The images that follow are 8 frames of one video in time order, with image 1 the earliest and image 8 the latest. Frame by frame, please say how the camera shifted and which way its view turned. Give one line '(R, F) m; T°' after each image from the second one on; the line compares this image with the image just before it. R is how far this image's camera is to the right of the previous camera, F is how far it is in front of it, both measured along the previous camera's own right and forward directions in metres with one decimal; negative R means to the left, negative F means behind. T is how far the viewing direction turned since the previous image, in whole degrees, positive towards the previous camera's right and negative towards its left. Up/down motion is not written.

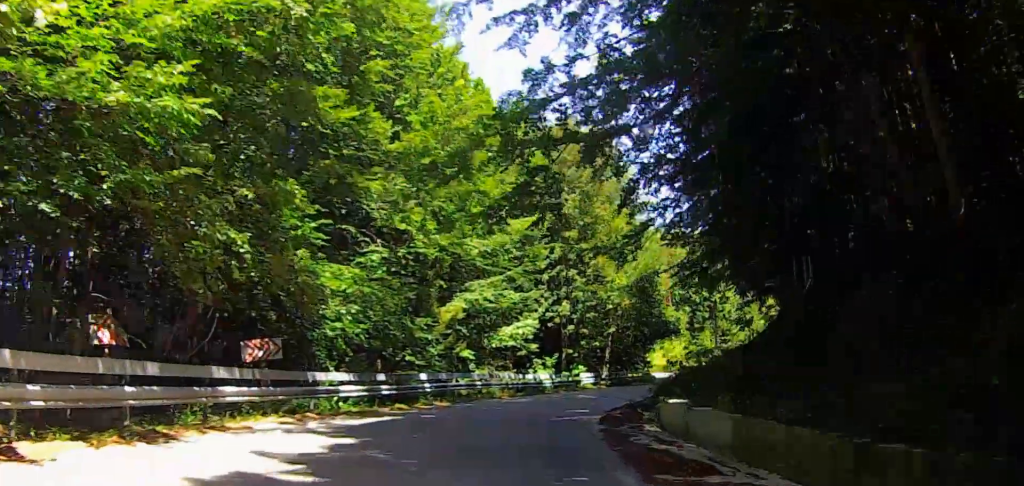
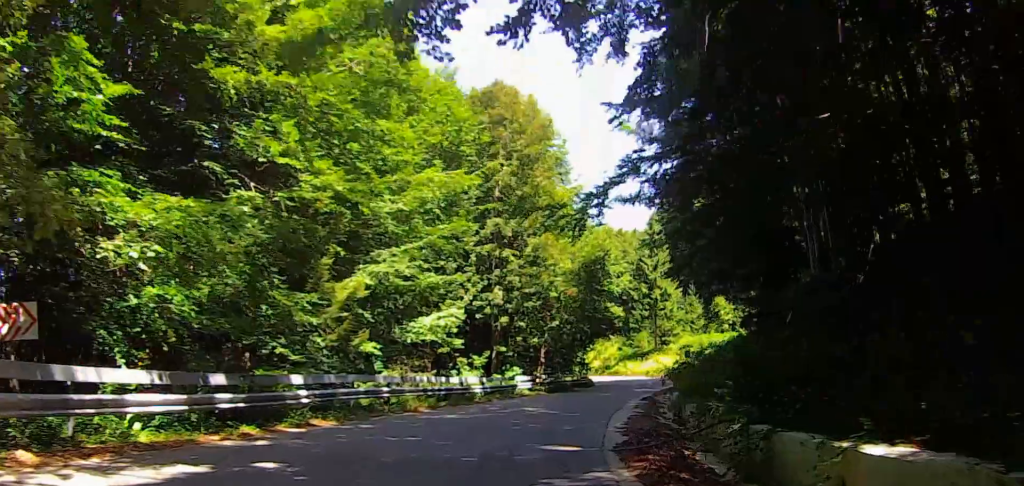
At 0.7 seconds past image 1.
(+0.7, +9.8) m; +5°
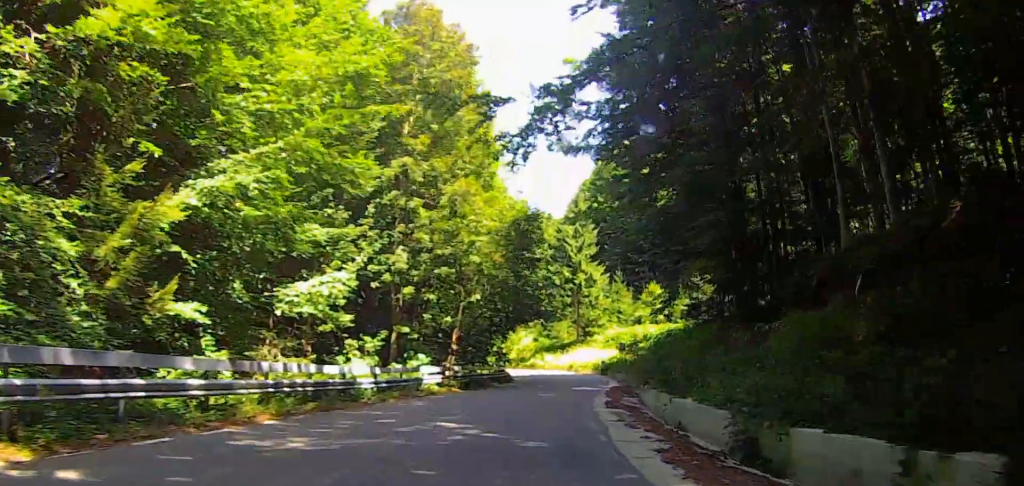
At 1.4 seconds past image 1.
(0.0, +9.4) m; +3°
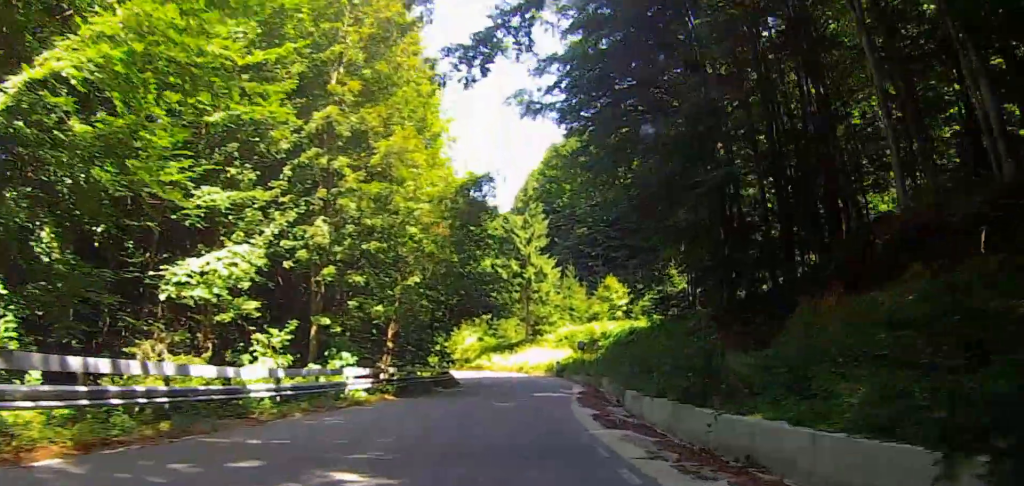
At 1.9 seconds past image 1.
(+0.2, +6.0) m; +5°
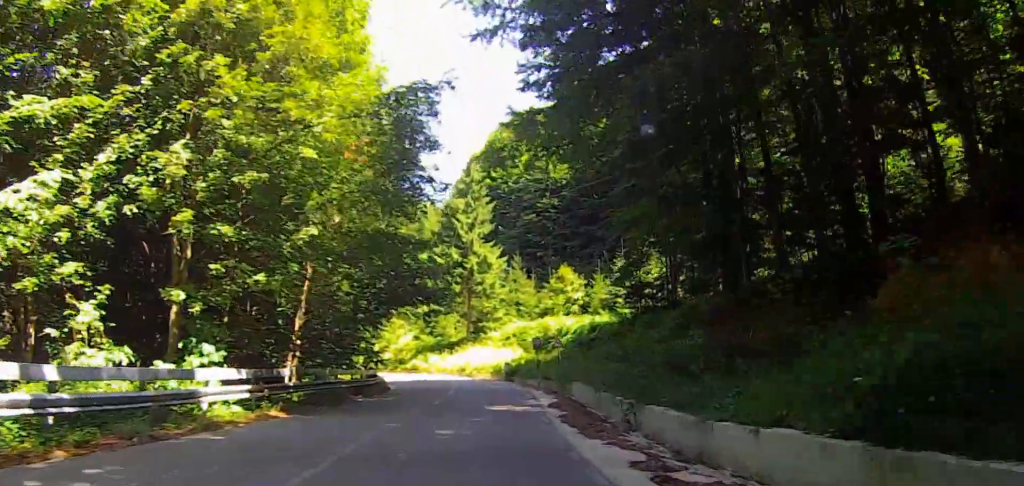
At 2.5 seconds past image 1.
(0.0, +8.1) m; +9°
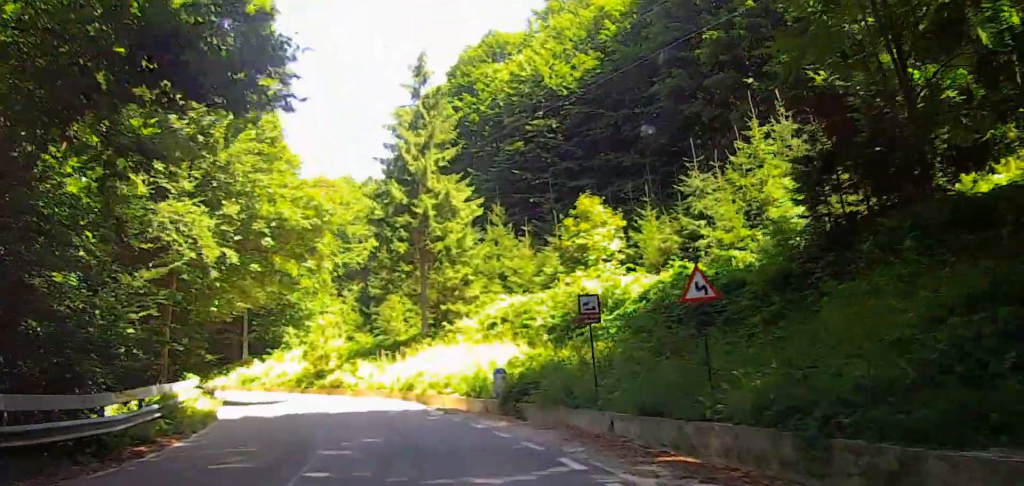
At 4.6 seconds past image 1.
(+4.7, +25.9) m; -7°
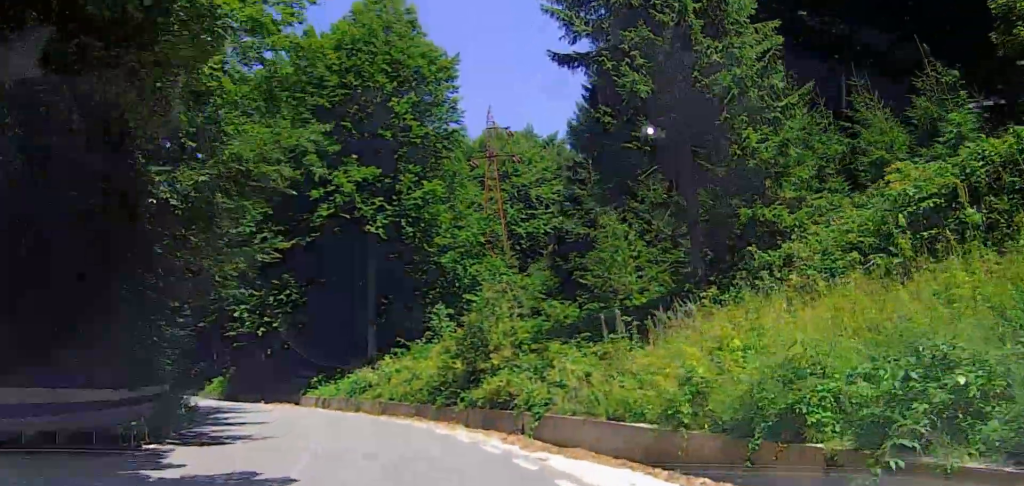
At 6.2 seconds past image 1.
(-7.8, +21.0) m; -22°
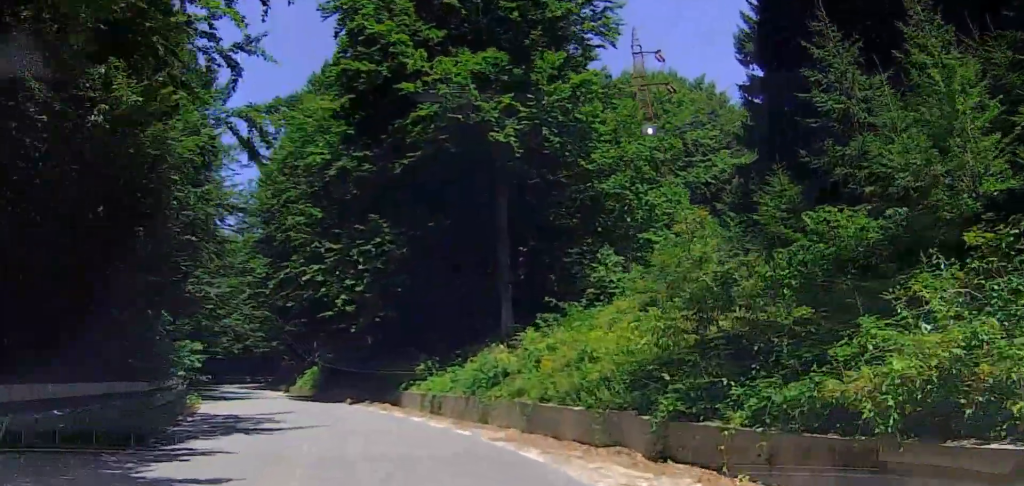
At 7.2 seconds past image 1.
(-0.1, +13.5) m; 0°
